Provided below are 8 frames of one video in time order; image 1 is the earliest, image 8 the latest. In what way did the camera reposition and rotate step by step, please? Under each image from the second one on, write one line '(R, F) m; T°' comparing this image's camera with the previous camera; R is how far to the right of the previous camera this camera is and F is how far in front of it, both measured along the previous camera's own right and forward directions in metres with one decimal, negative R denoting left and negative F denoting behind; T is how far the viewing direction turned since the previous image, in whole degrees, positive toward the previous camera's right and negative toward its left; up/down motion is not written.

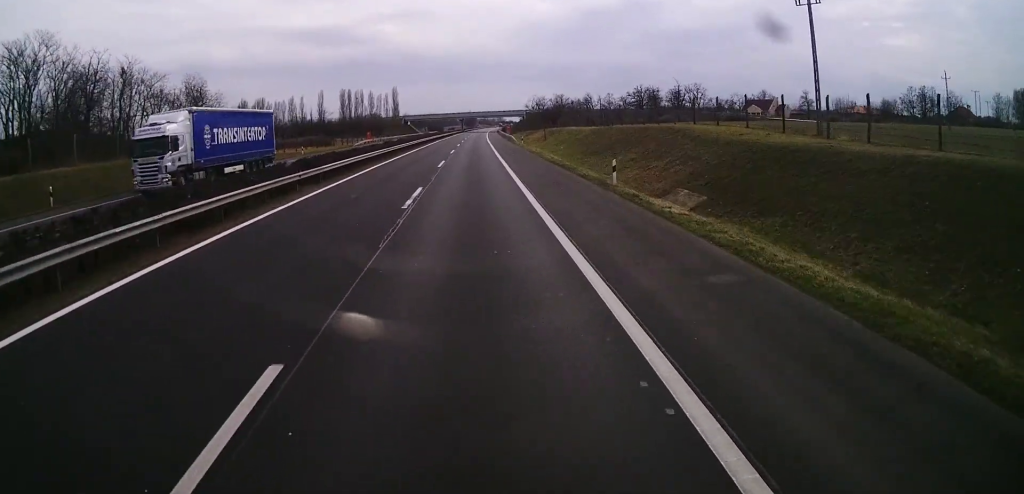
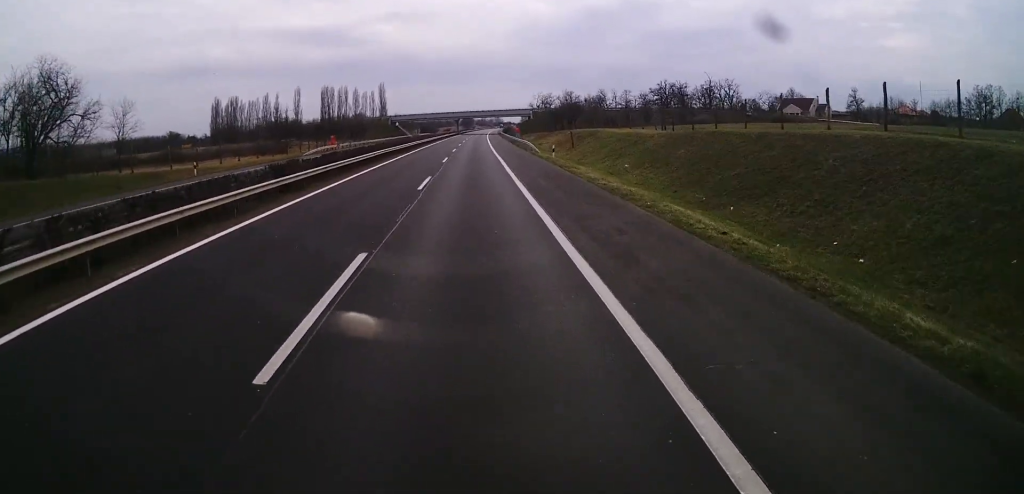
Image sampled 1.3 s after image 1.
(+0.4, +30.5) m; +1°
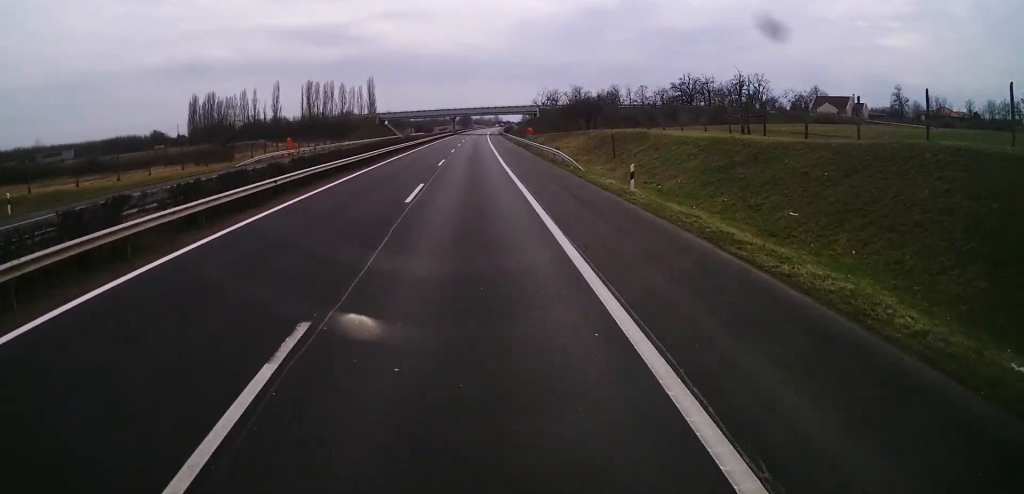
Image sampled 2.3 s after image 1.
(0.0, +22.2) m; 0°
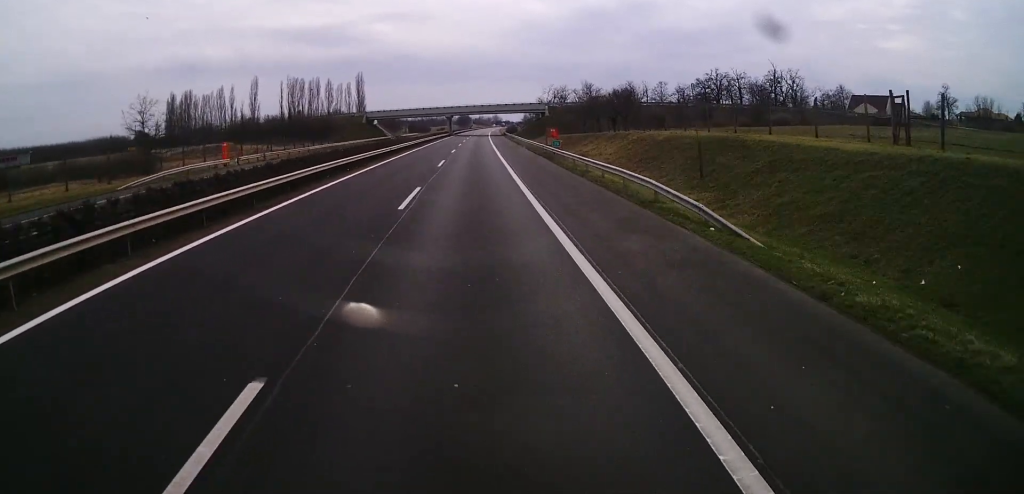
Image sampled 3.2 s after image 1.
(0.0, +20.0) m; 0°
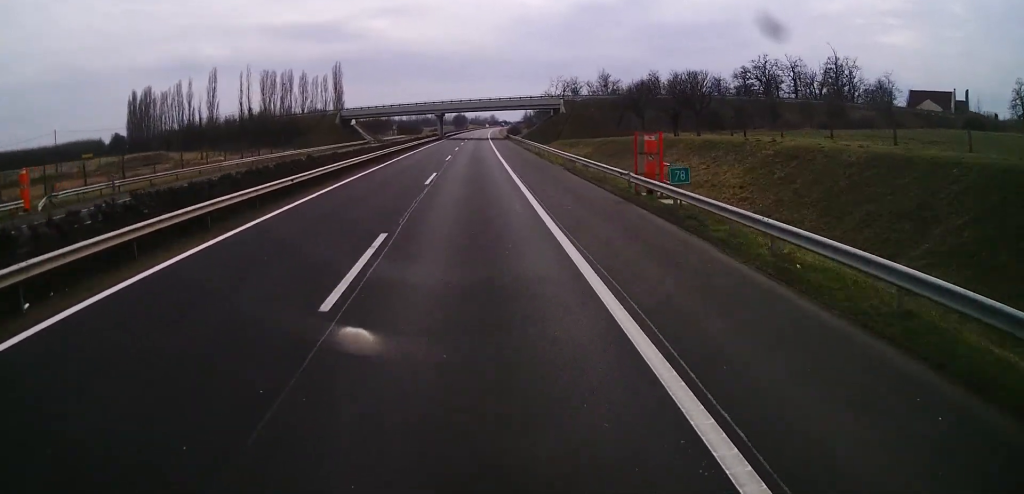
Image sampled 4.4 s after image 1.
(0.0, +27.8) m; 0°
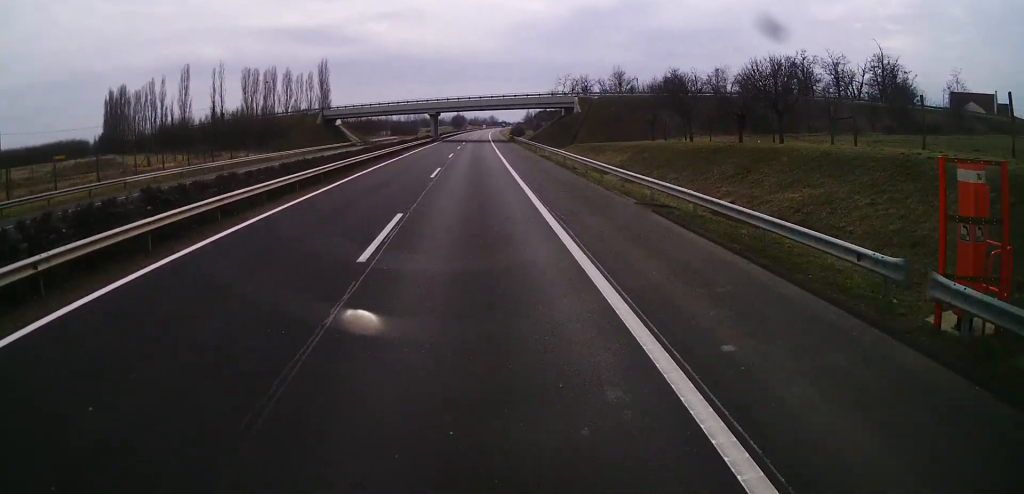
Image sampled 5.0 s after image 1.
(0.0, +15.4) m; 0°
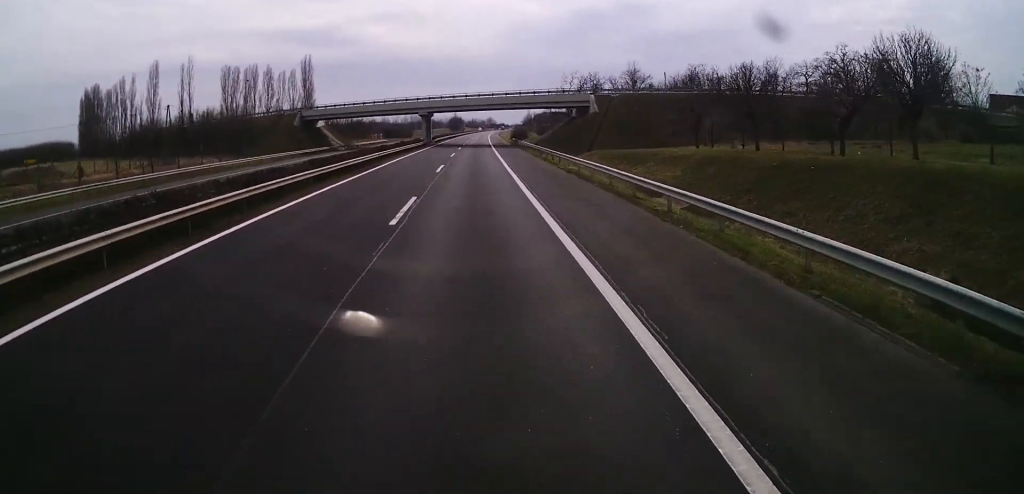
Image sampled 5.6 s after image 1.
(-0.1, +13.9) m; +1°
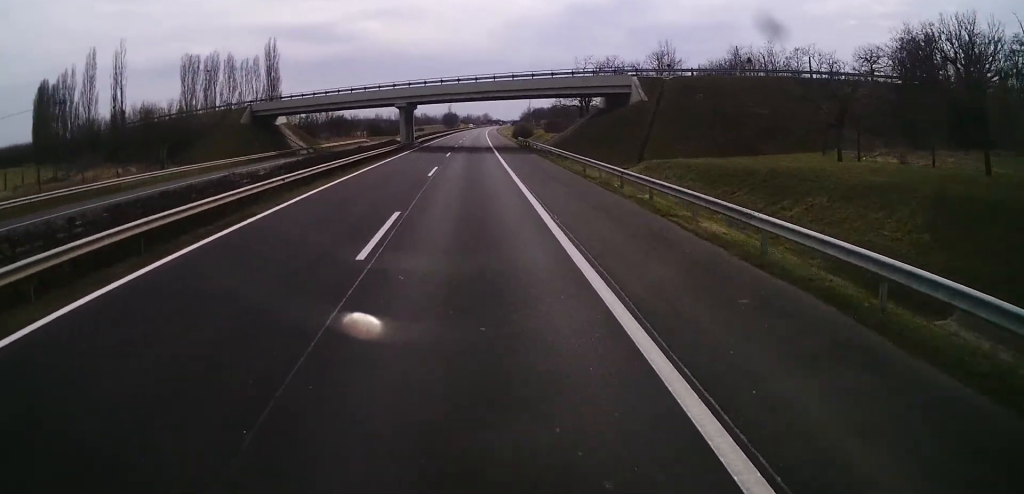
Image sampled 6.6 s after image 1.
(+0.3, +22.3) m; 0°
